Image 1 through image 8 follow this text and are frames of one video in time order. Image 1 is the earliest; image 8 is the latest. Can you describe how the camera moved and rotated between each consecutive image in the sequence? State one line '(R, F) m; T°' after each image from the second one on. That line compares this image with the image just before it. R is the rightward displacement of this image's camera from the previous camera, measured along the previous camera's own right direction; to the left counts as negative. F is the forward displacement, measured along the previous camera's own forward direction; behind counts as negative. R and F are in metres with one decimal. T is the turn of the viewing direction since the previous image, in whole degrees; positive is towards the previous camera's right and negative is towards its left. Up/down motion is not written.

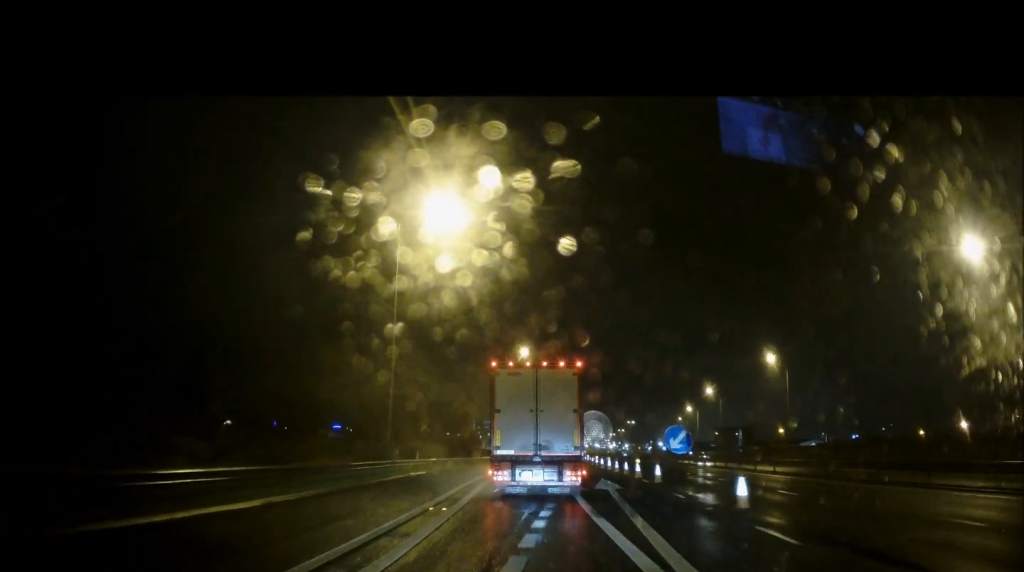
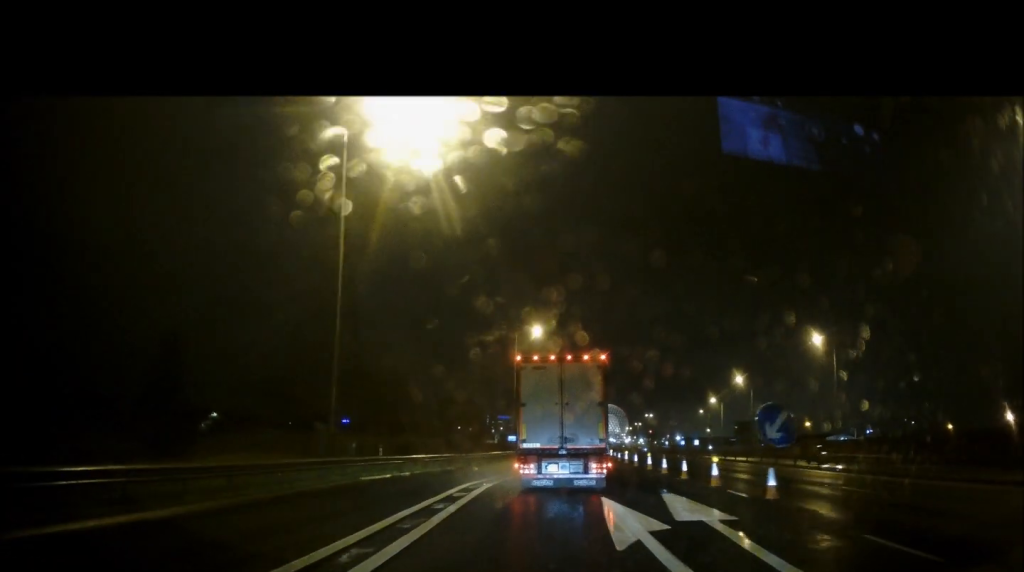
(+0.2, +11.0) m; +1°
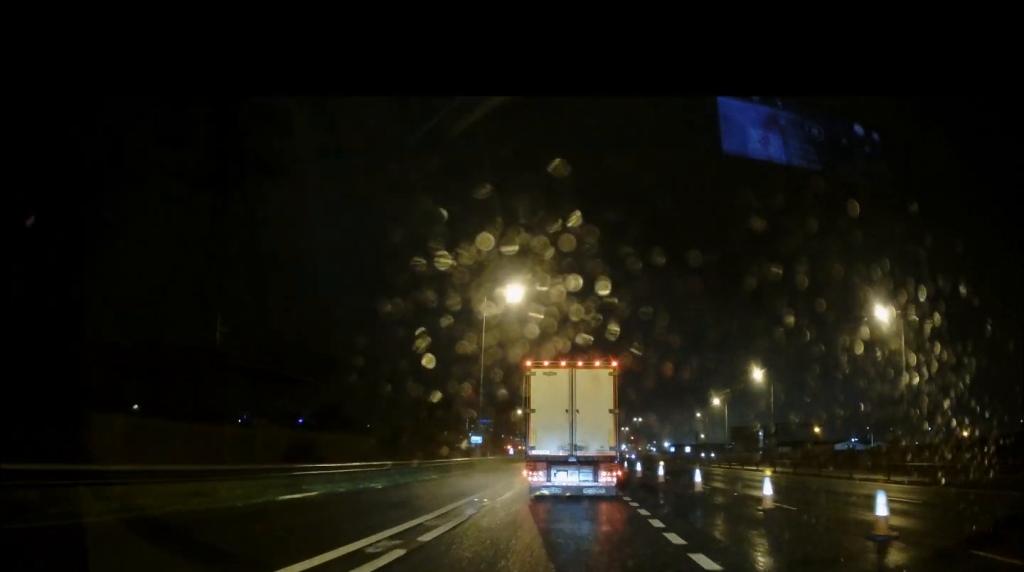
(0.0, +19.6) m; +1°
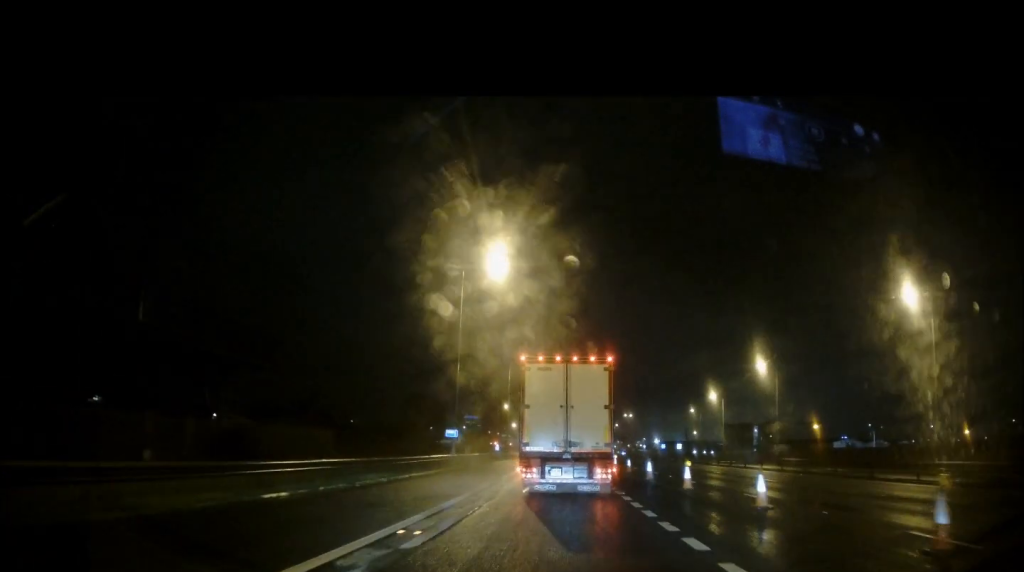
(+0.1, +6.9) m; +1°
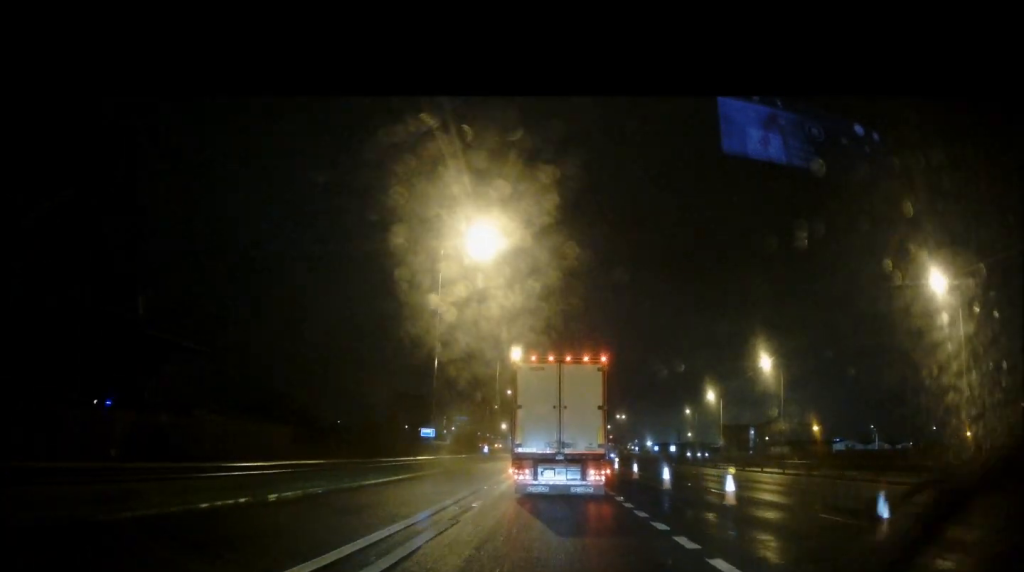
(+0.1, +5.4) m; +1°
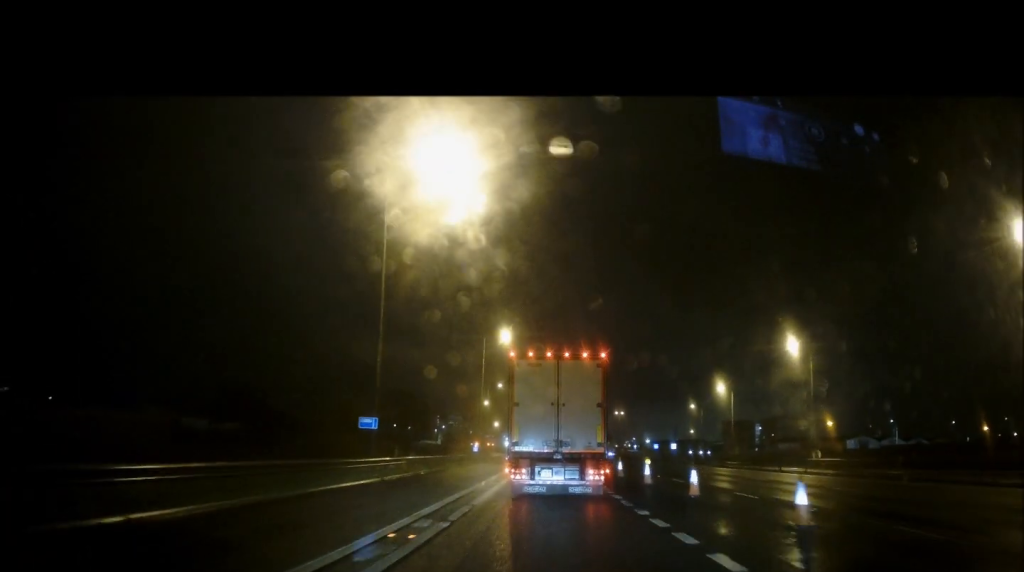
(0.0, +11.6) m; -1°
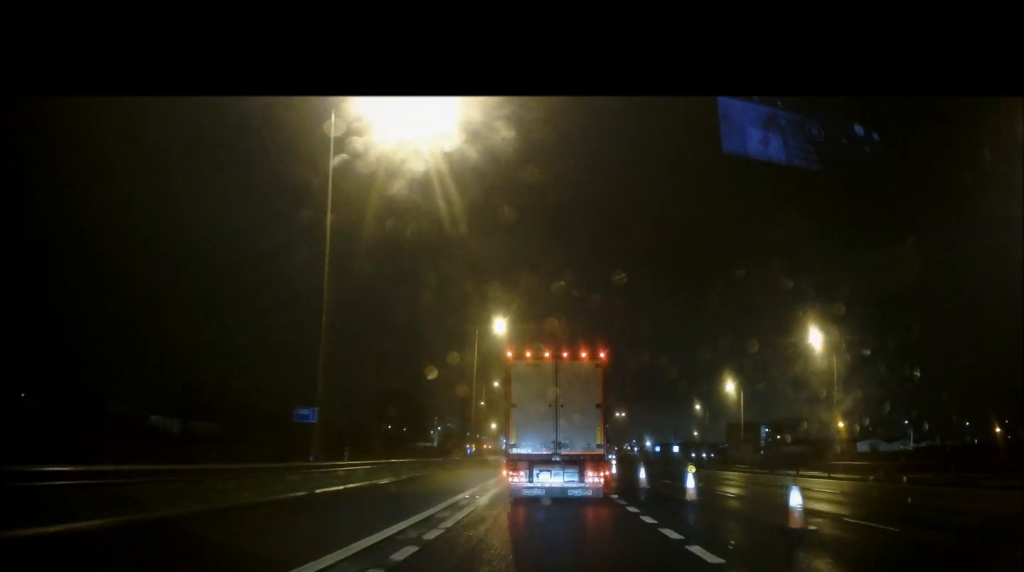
(-0.2, +6.9) m; 0°
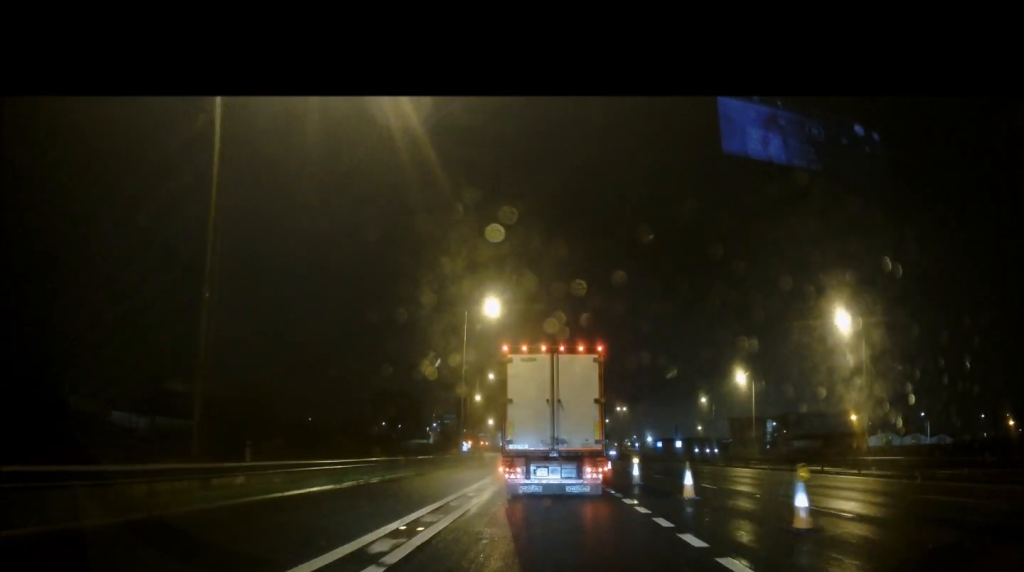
(0.0, +7.3) m; 0°
